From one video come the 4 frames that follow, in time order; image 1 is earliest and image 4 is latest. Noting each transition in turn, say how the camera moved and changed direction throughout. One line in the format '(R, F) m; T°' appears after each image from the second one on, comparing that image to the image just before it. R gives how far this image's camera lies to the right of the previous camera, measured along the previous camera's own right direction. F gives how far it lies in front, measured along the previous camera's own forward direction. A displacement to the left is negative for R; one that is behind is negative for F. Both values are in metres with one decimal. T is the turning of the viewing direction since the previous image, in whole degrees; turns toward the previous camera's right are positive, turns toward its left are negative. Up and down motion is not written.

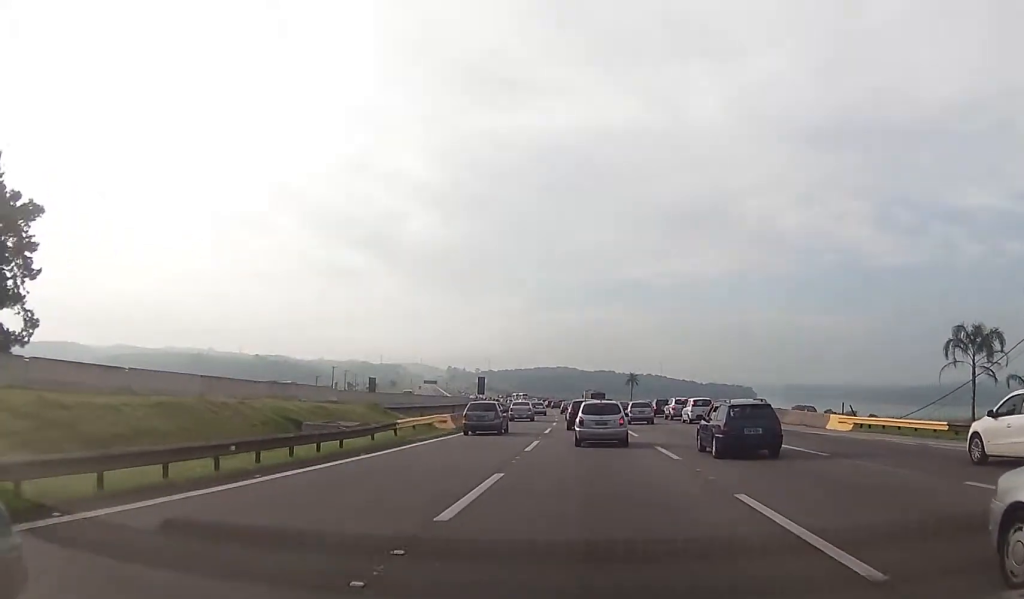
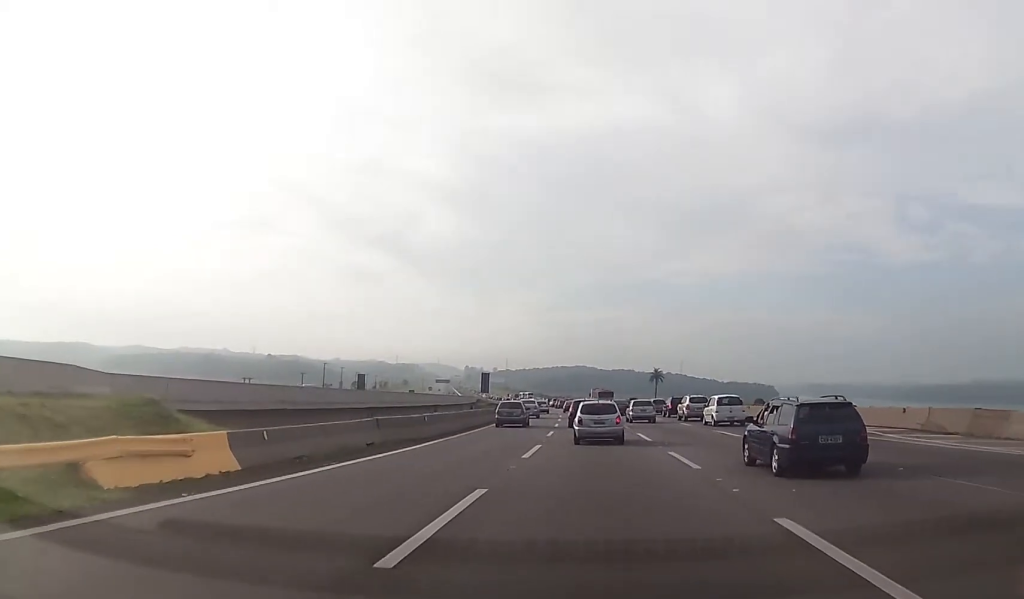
(-0.5, +27.6) m; -3°
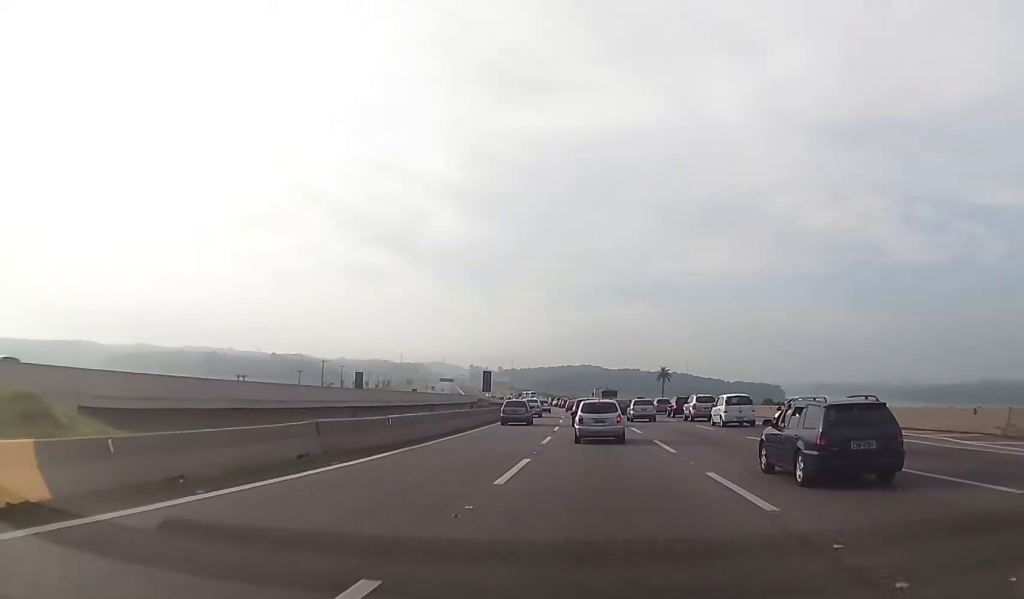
(-0.4, +6.2) m; 0°
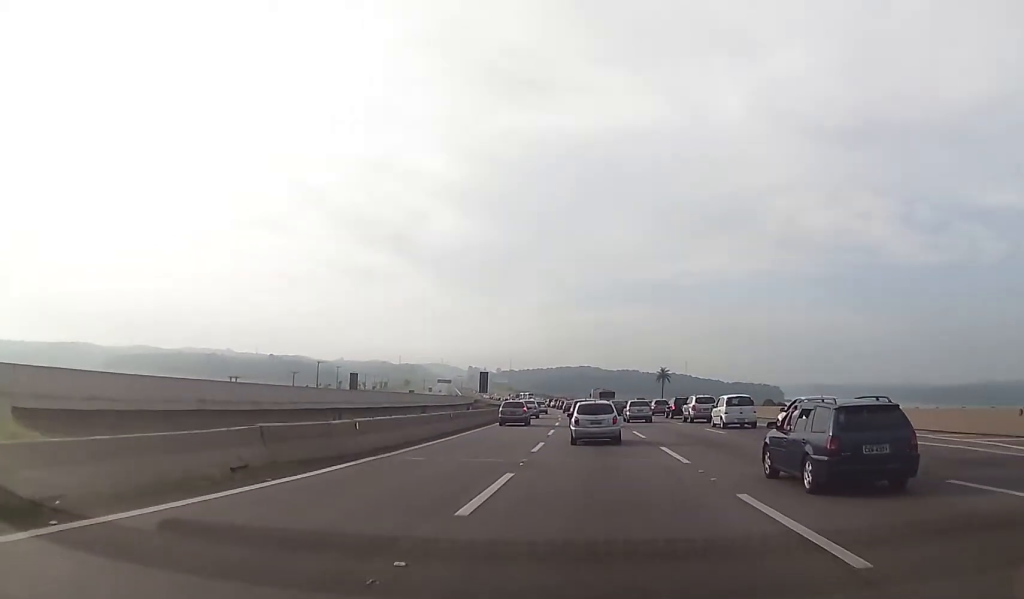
(+0.2, +3.4) m; +3°
